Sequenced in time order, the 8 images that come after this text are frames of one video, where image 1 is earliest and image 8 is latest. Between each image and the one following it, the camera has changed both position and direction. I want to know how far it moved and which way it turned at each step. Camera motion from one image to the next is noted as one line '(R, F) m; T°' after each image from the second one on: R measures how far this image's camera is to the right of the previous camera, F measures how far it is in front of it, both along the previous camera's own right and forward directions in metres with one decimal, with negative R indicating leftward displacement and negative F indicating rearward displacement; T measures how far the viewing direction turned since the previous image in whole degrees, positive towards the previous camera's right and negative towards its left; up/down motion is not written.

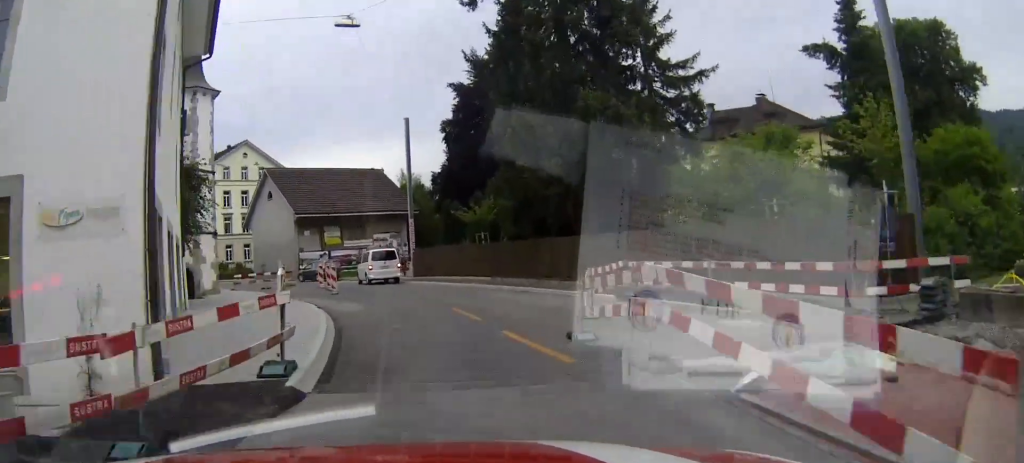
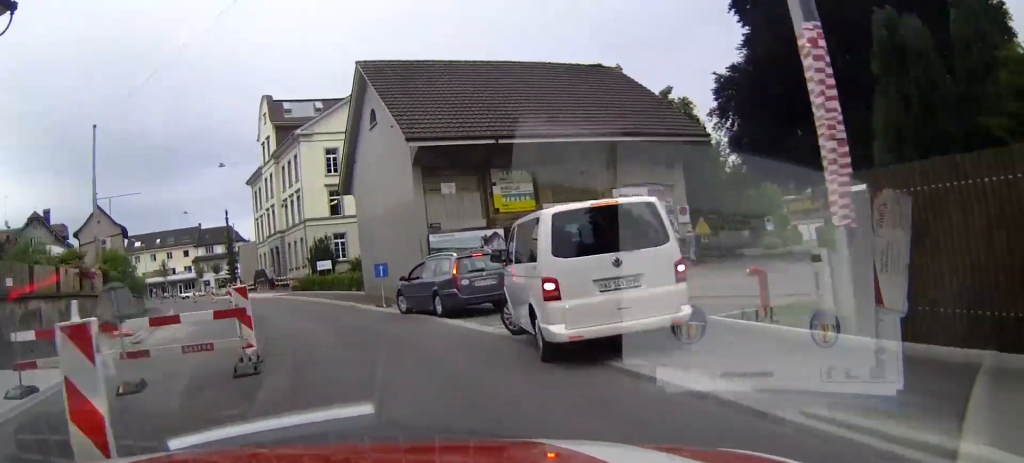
(-0.4, +35.4) m; -5°
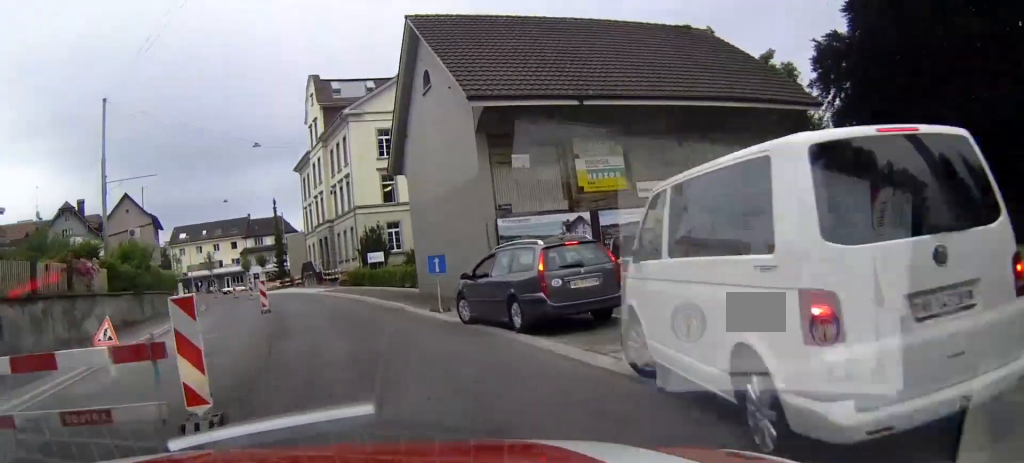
(+0.4, +4.9) m; -4°
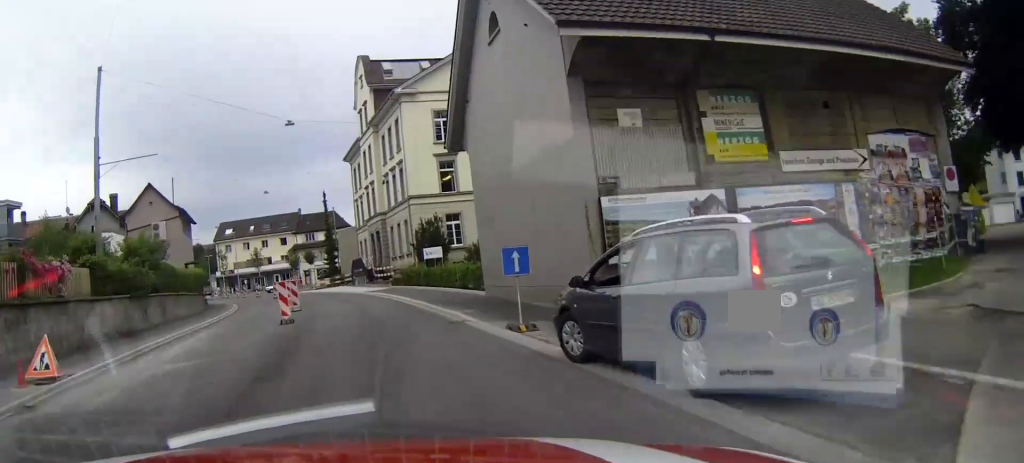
(-0.6, +5.8) m; -5°
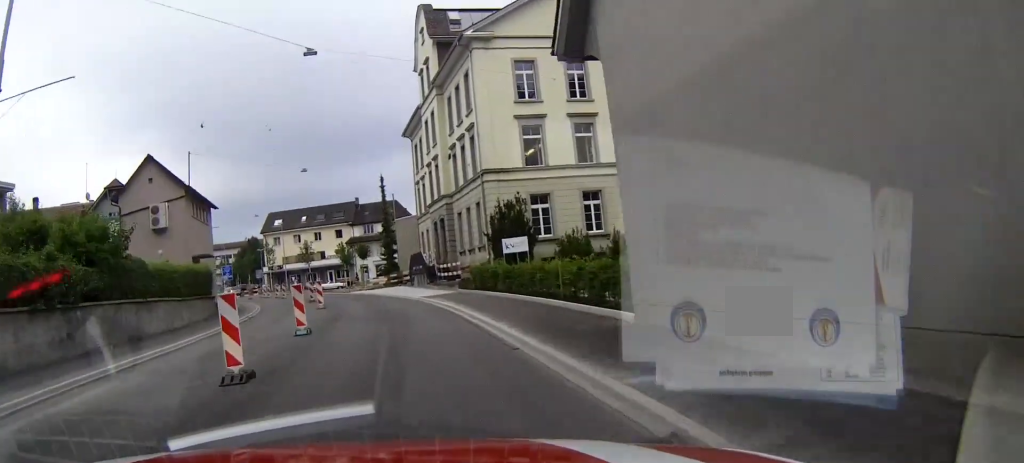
(-1.1, +10.2) m; -8°
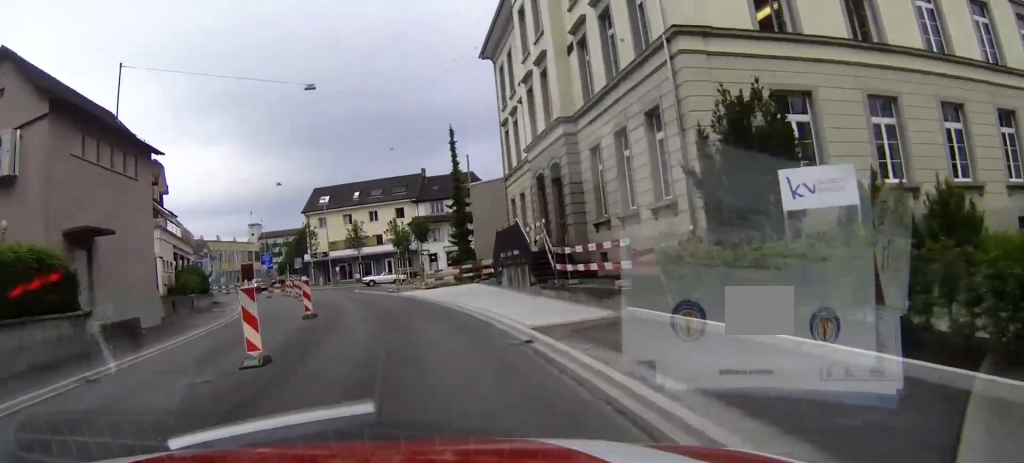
(-1.6, +17.7) m; -11°
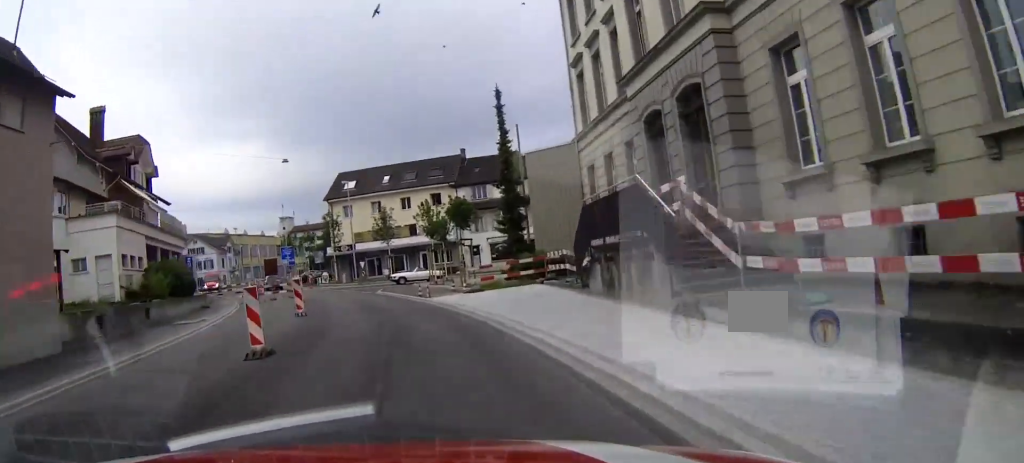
(-0.4, +8.3) m; -5°
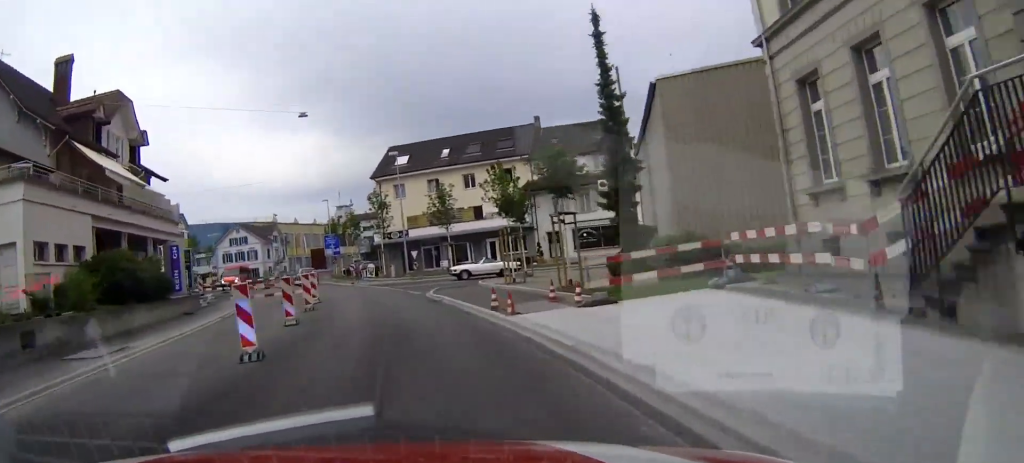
(-0.4, +11.0) m; -2°
